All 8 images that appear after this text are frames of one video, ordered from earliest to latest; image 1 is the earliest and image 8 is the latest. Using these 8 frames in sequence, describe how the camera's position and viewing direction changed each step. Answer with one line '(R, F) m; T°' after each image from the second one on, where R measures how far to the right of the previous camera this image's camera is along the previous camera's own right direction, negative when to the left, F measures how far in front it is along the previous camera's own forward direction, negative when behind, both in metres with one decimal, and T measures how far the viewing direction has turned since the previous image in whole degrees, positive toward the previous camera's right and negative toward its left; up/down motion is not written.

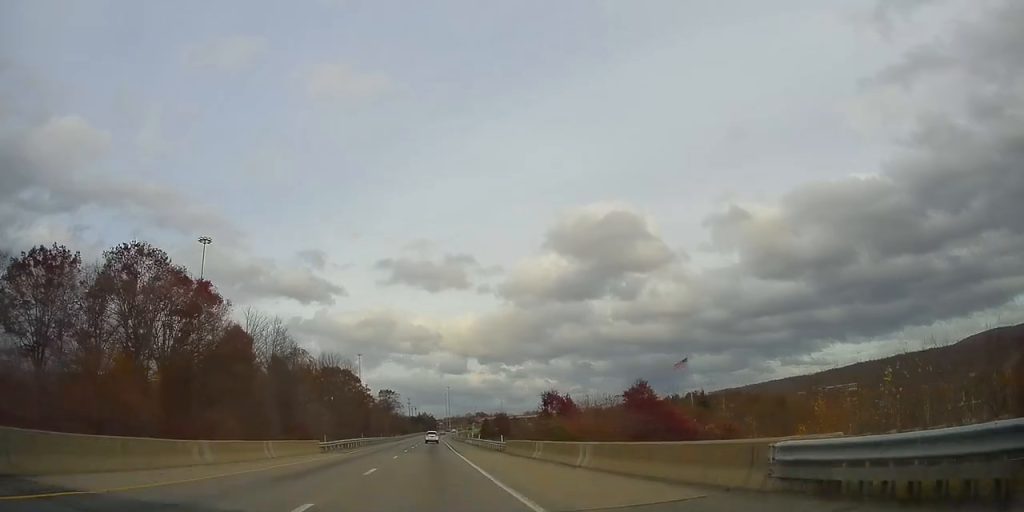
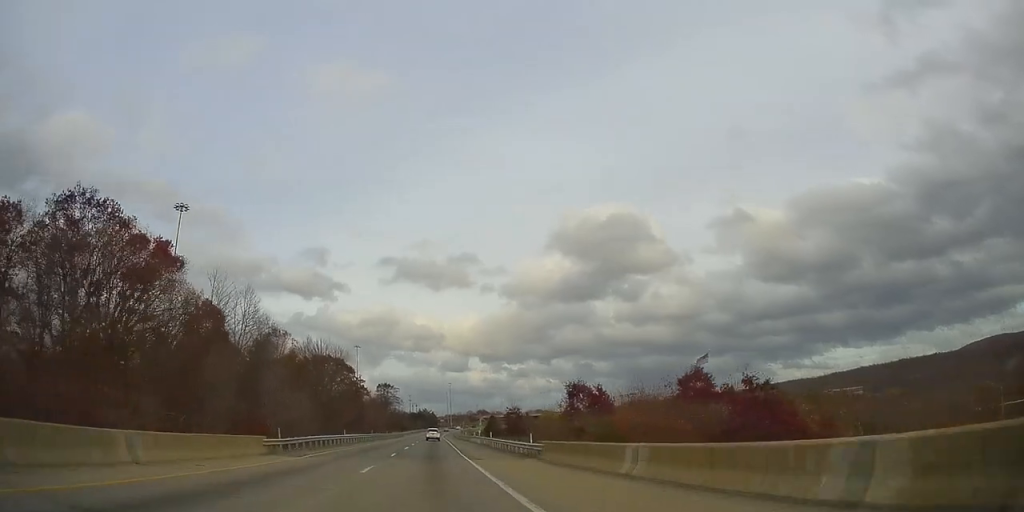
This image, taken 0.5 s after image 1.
(+0.3, +13.9) m; 0°
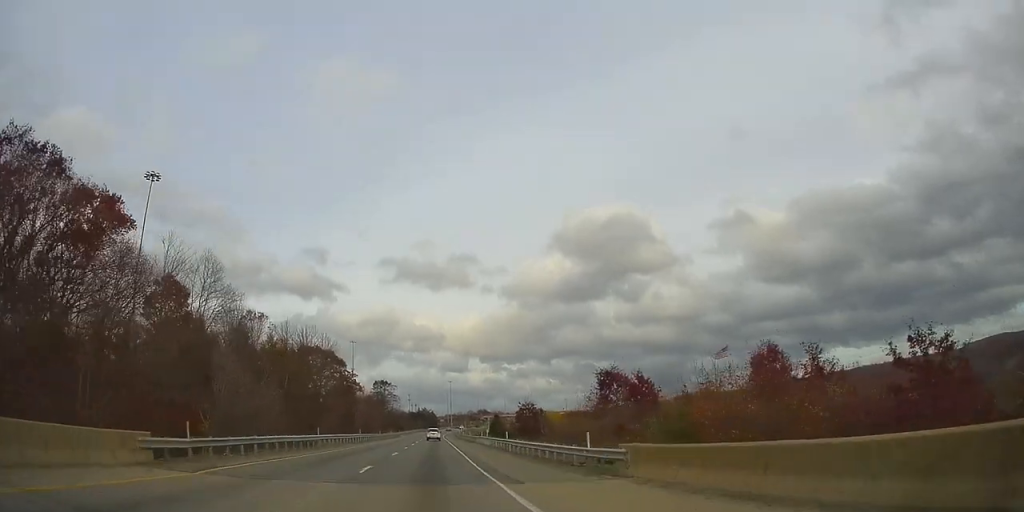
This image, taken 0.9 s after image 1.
(+0.1, +12.4) m; 0°
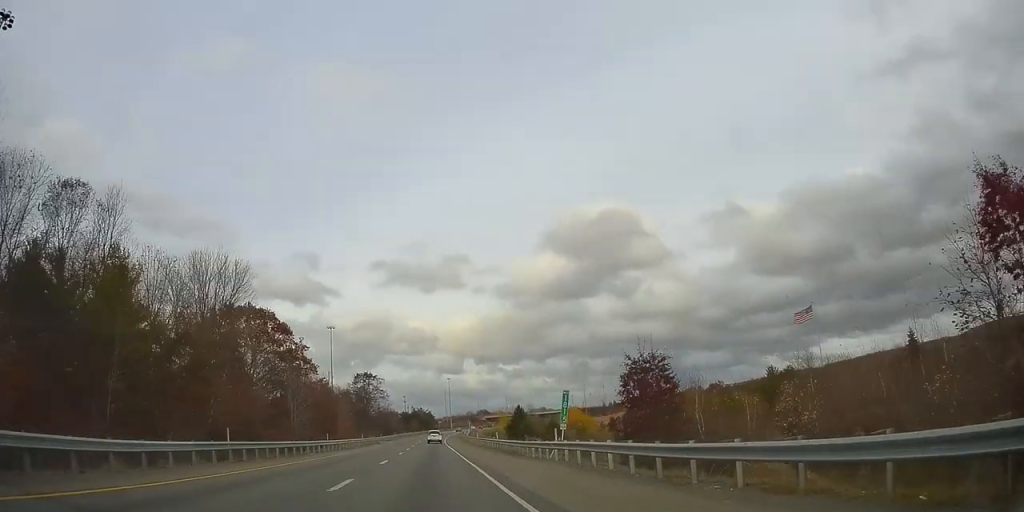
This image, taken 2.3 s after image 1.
(-0.2, +41.6) m; 0°
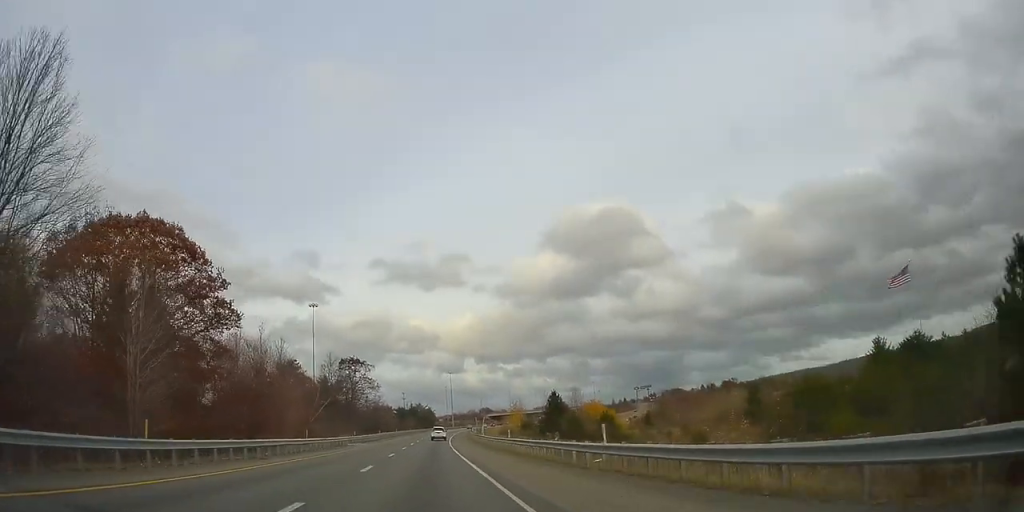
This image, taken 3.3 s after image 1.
(-0.2, +30.2) m; 0°
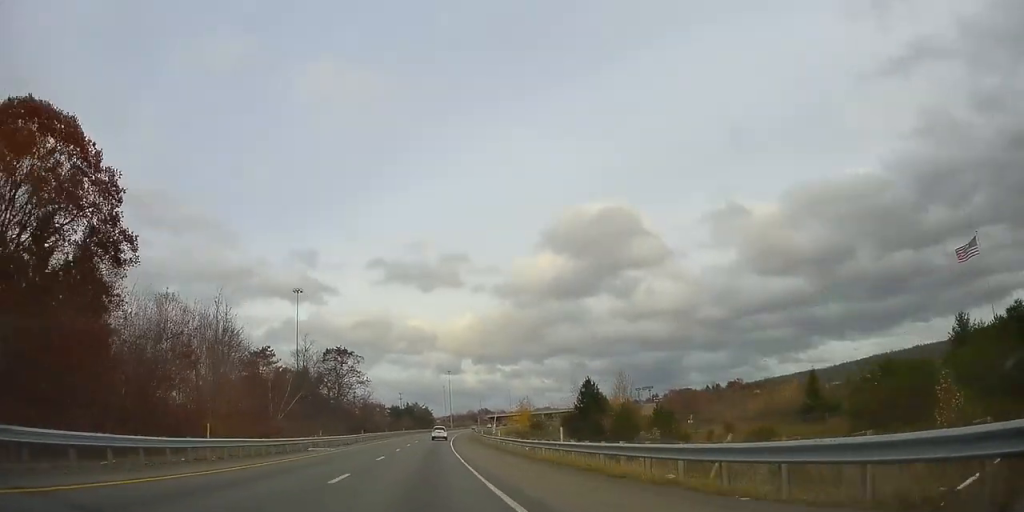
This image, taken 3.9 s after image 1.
(-0.2, +17.3) m; 0°
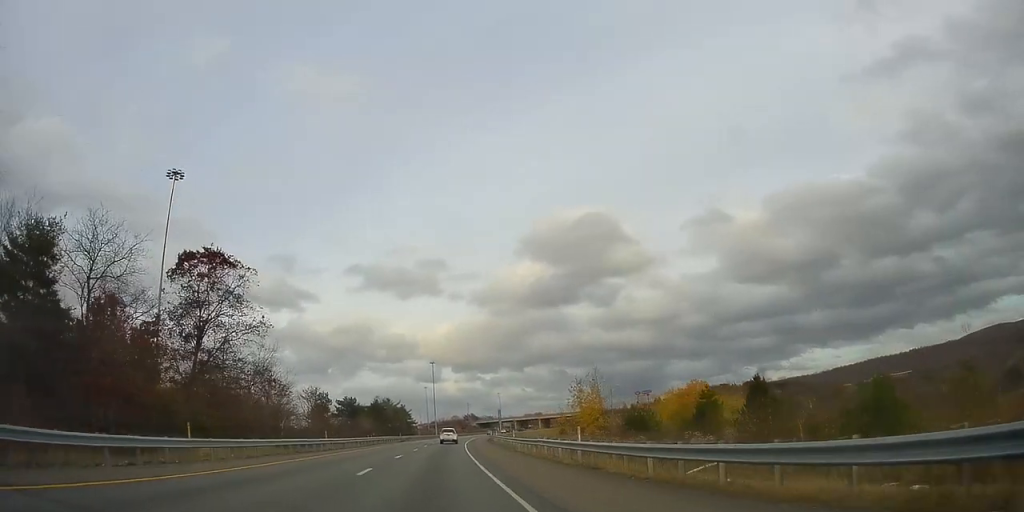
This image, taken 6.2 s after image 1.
(+0.3, +70.0) m; +1°
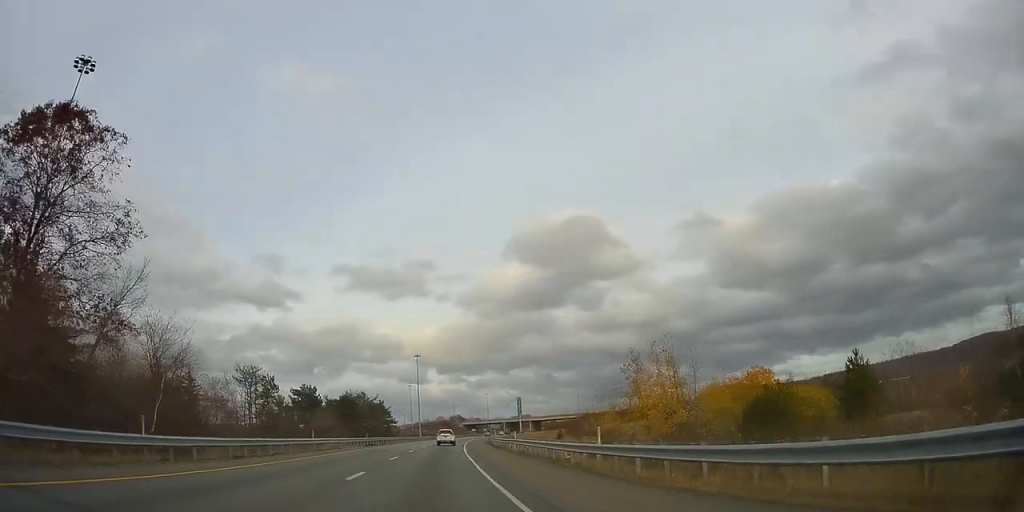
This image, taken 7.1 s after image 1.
(+0.3, +26.3) m; +1°
